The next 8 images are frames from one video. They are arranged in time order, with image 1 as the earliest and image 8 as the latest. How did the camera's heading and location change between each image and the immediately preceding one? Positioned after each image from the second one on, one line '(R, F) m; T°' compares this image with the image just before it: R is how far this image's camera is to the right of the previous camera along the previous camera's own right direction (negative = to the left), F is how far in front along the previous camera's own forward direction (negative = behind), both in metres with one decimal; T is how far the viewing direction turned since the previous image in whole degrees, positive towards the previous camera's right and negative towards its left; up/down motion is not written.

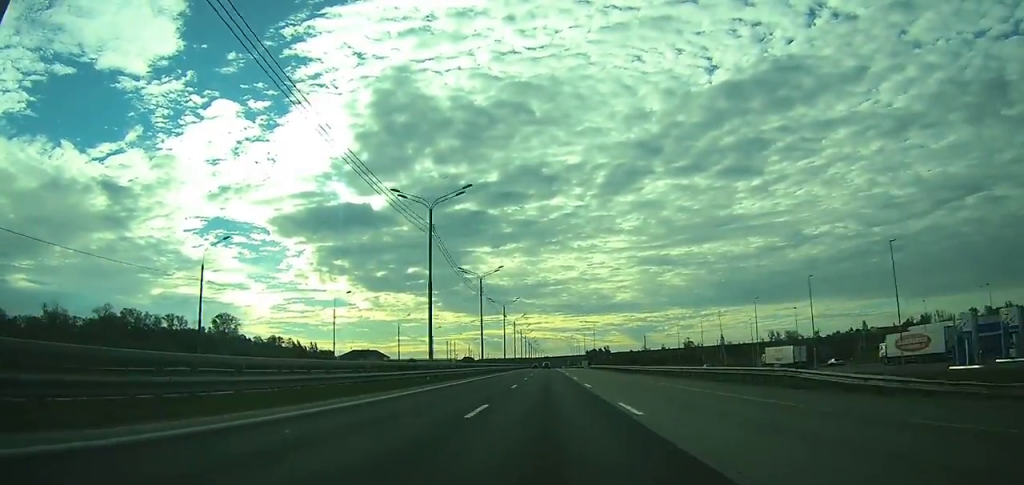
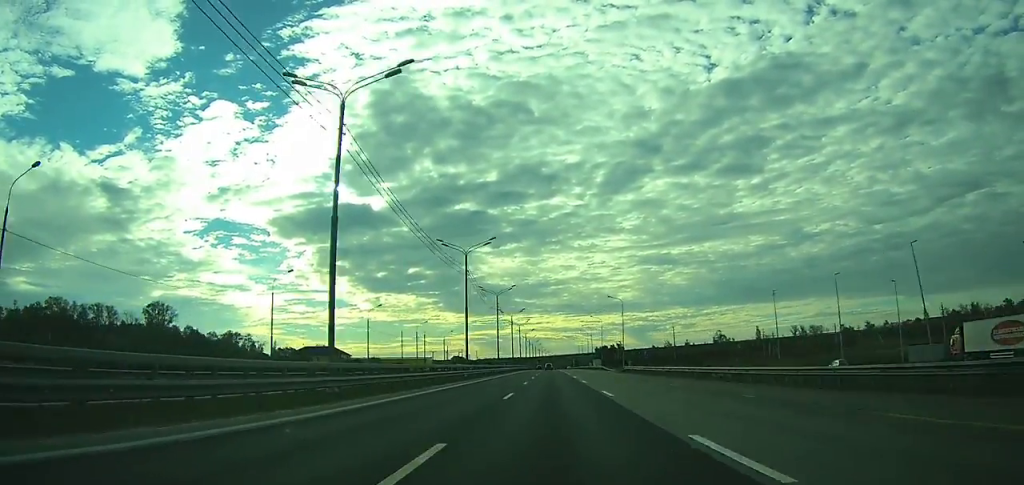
(-0.1, +56.5) m; 0°
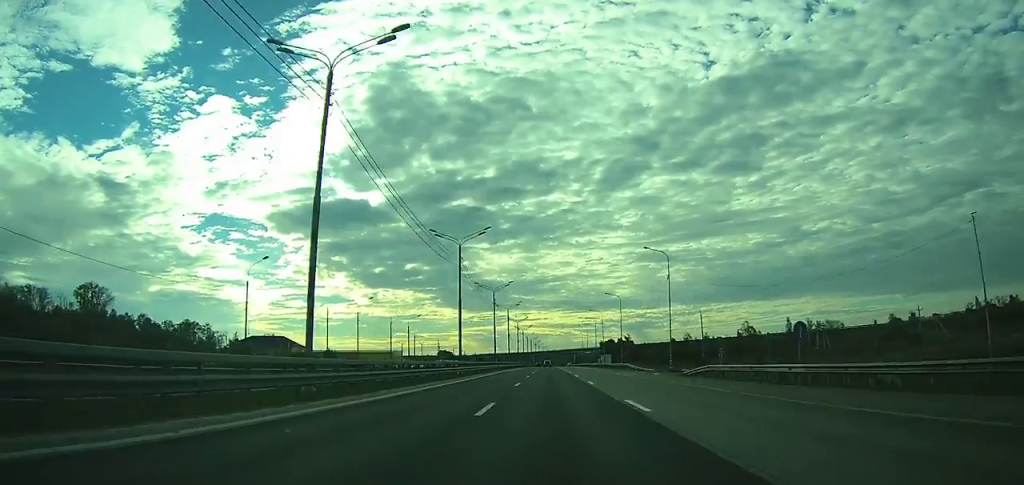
(+0.1, +38.3) m; 0°
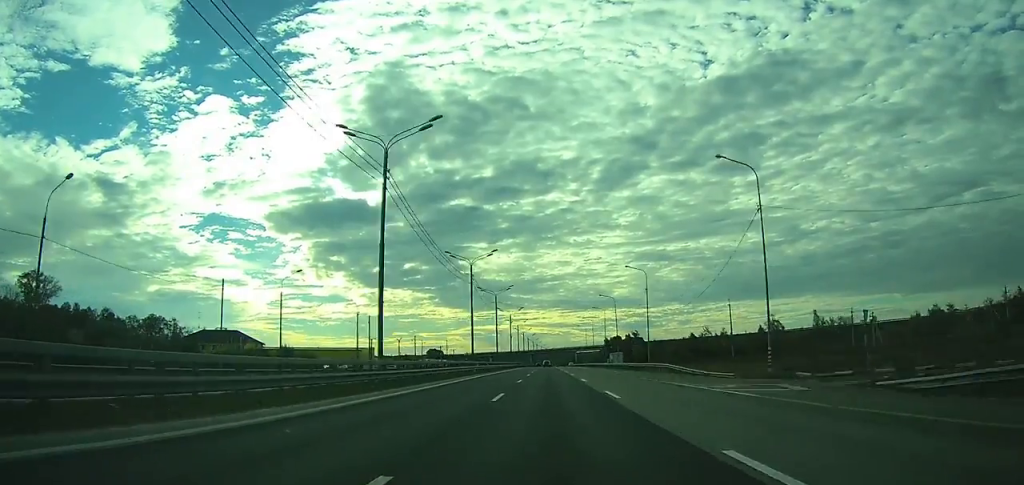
(0.0, +25.9) m; 0°
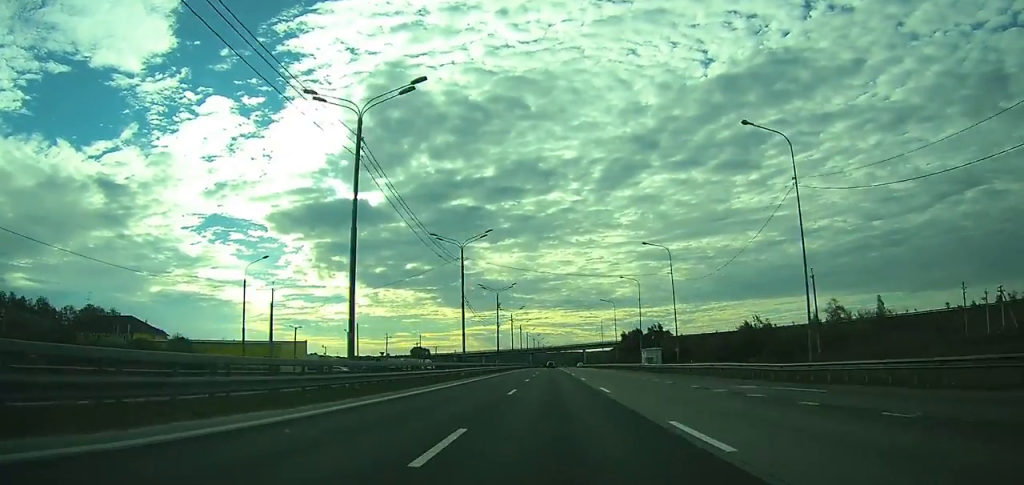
(0.0, +41.3) m; 0°
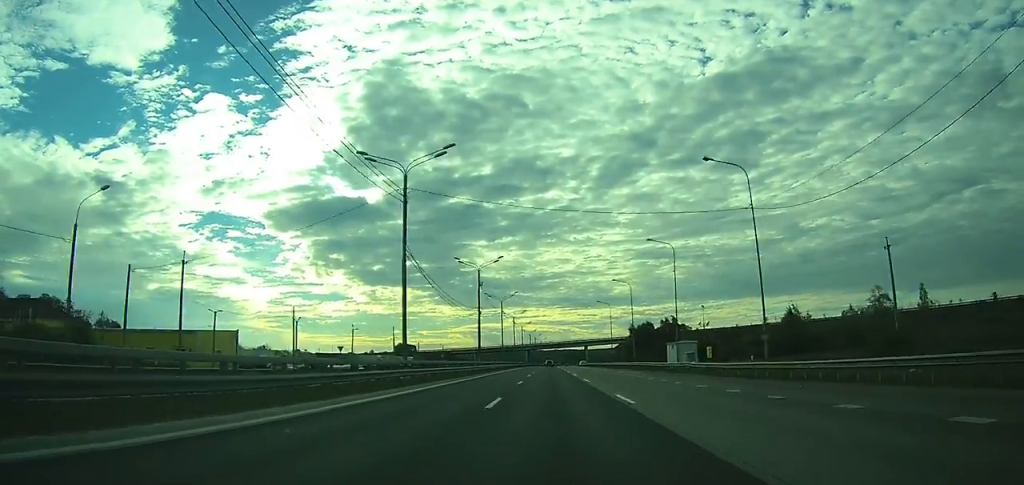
(0.0, +24.1) m; 0°
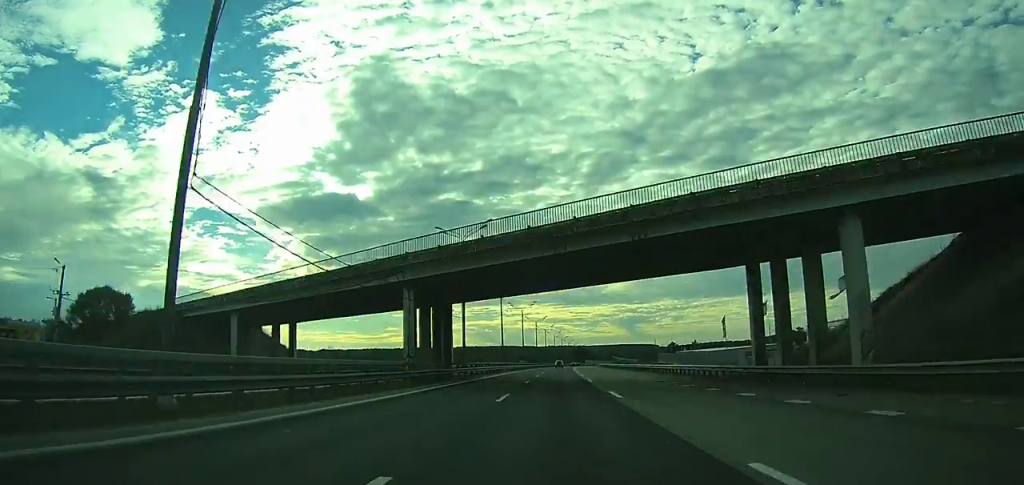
(-0.3, +171.3) m; +1°
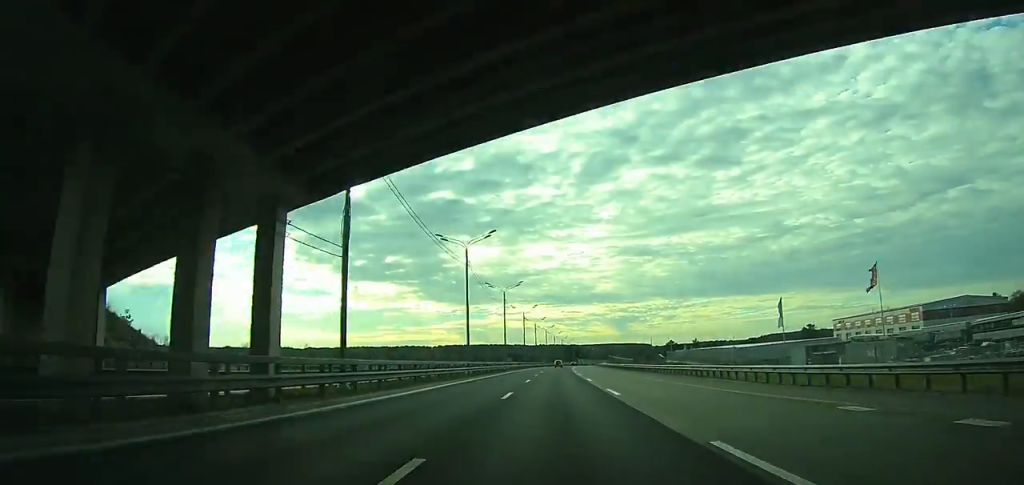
(0.0, +28.0) m; +1°
